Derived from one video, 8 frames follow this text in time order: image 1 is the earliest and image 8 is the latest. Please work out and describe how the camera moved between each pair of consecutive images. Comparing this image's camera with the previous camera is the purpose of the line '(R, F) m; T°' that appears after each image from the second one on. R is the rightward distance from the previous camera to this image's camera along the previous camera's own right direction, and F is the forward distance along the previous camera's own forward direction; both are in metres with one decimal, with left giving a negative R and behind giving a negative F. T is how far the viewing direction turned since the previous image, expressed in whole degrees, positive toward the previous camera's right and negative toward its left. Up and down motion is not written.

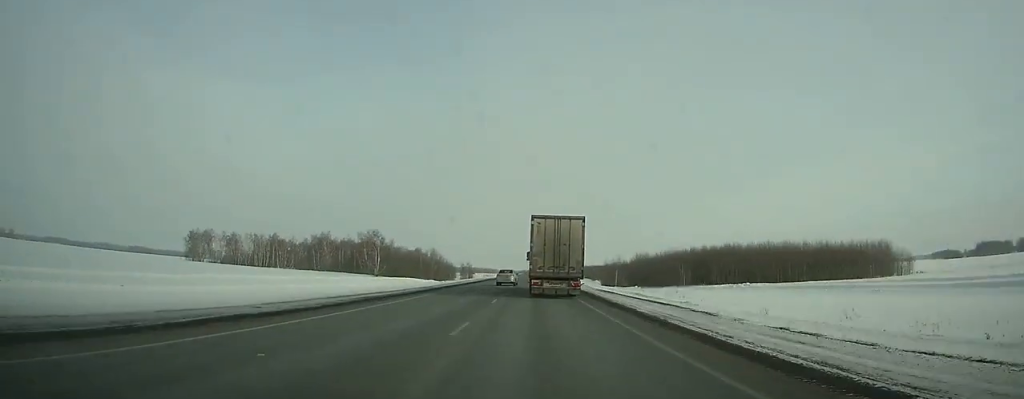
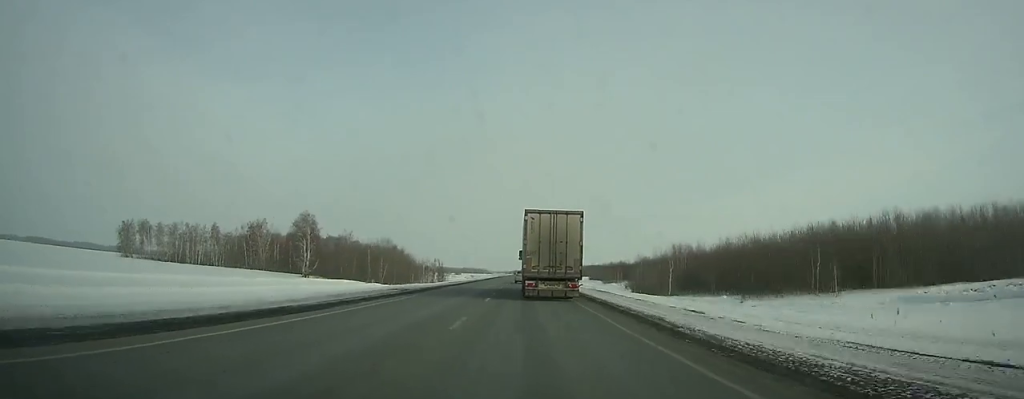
(0.0, +58.9) m; 0°
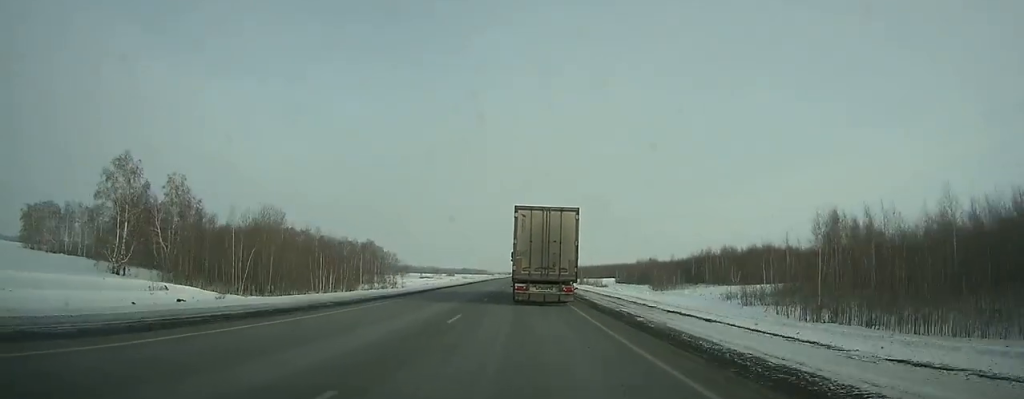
(0.0, +69.2) m; 0°
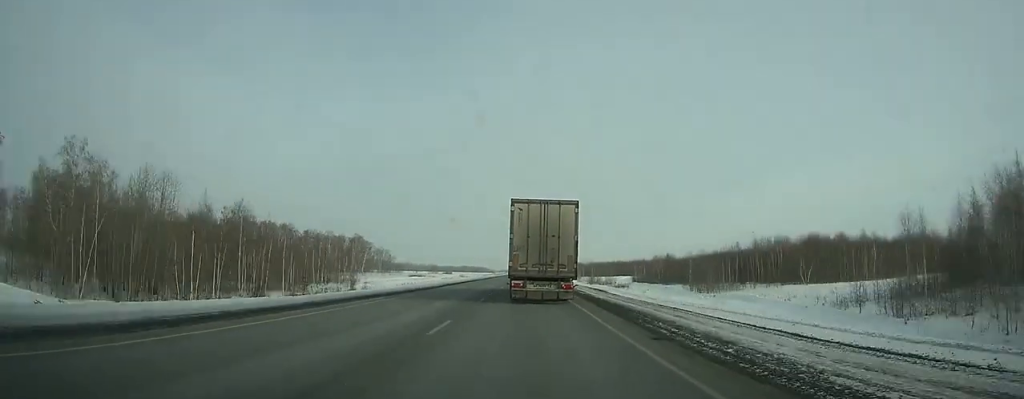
(0.0, +27.9) m; 0°
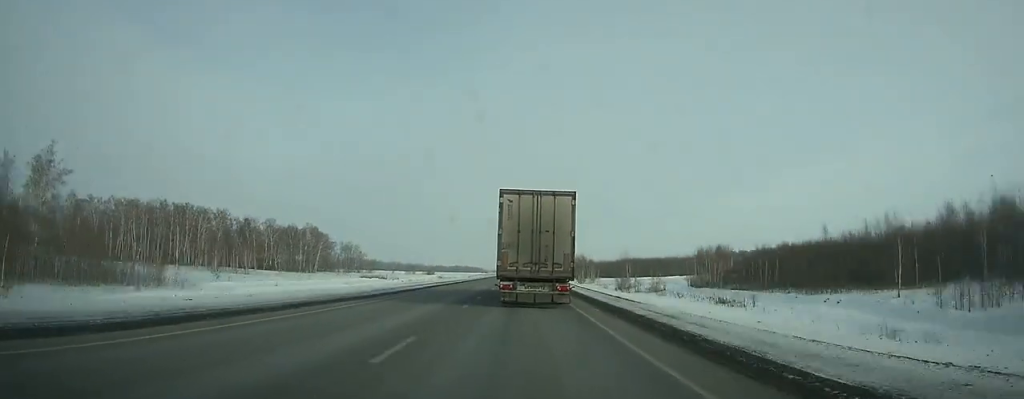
(0.0, +61.9) m; 0°
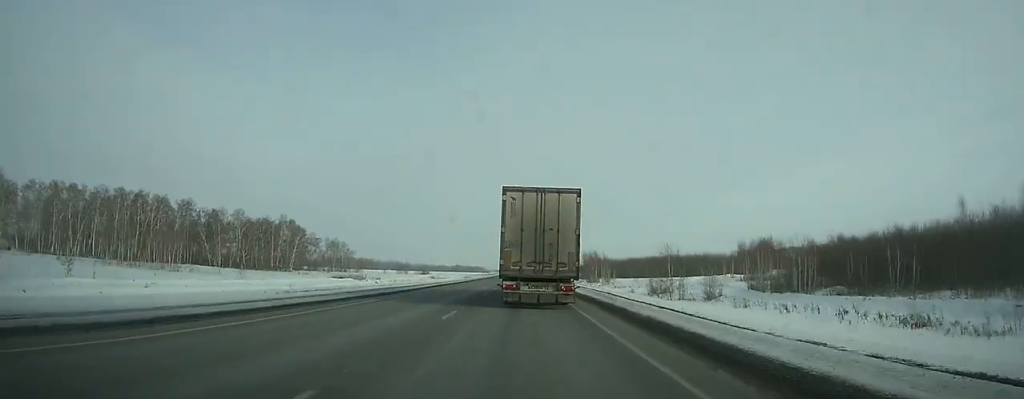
(-0.1, +29.8) m; 0°
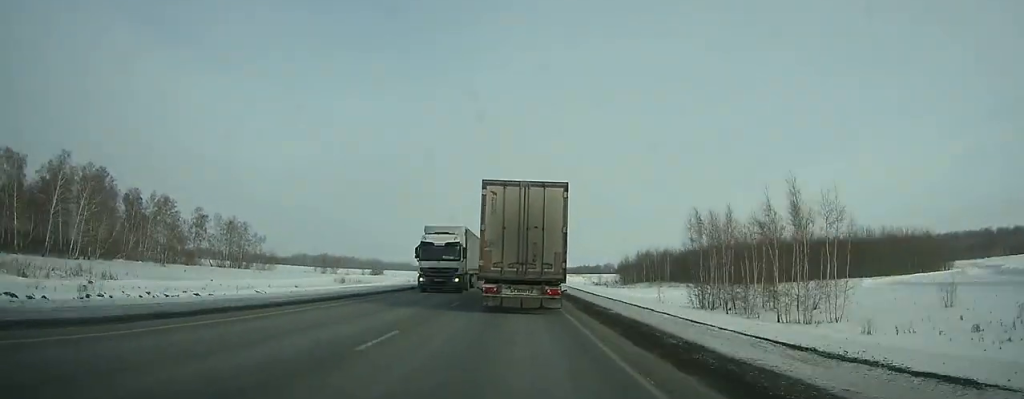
(+0.2, +114.7) m; 0°
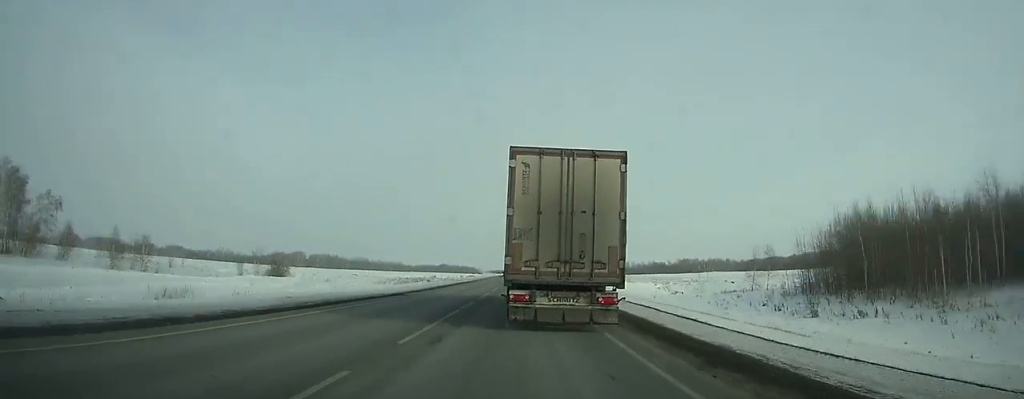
(+1.6, +106.0) m; +3°
